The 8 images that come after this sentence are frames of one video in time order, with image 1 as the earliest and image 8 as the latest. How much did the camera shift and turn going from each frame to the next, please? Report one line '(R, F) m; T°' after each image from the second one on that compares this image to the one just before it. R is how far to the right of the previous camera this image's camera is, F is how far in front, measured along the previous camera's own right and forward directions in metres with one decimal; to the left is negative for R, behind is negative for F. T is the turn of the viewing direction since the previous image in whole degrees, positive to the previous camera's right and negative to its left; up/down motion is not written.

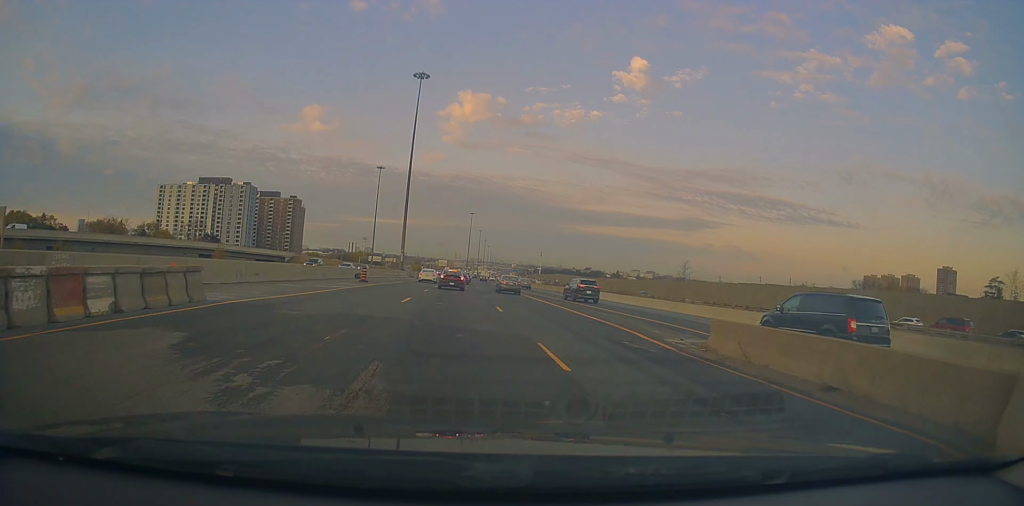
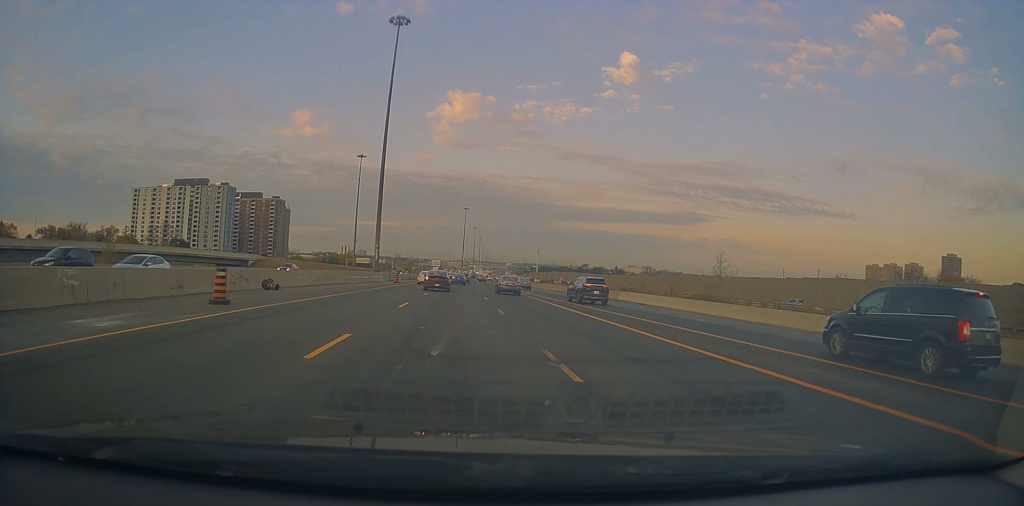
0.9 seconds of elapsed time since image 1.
(+0.1, +24.6) m; 0°
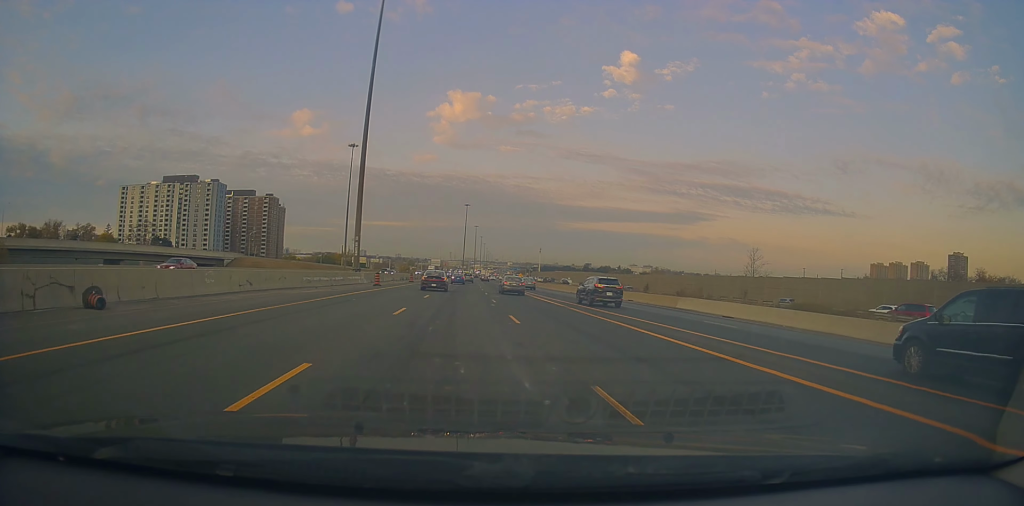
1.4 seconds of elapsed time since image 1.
(-0.2, +15.1) m; 0°
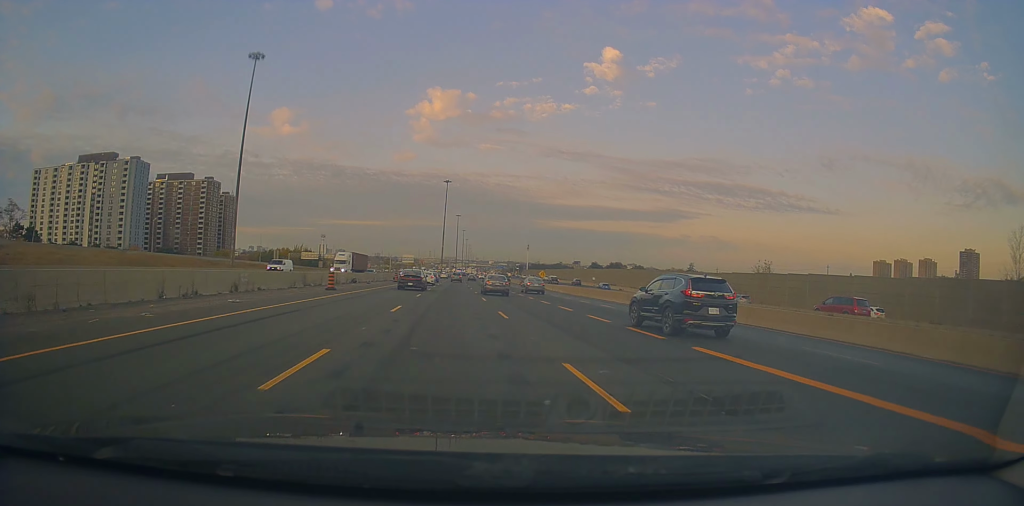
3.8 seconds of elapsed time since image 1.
(+2.0, +69.6) m; +3°
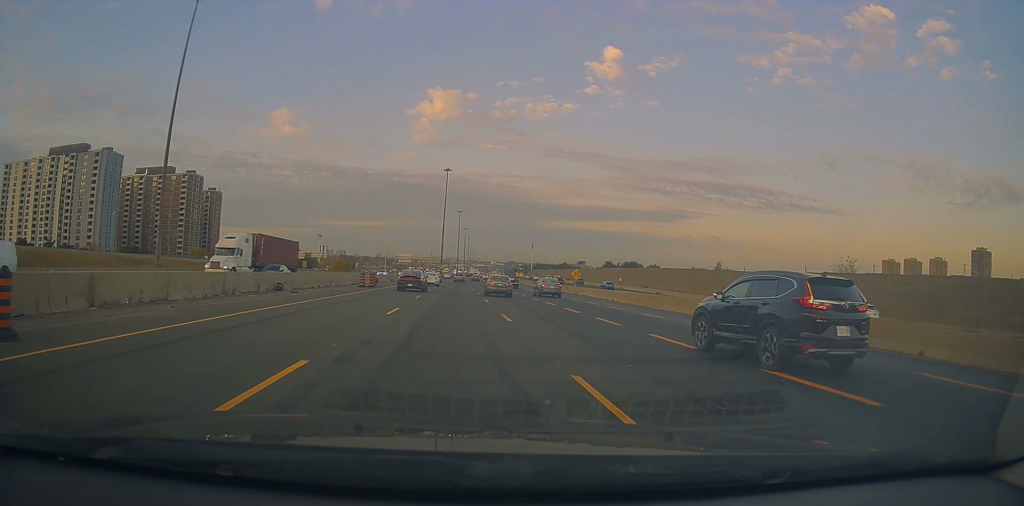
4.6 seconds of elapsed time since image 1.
(+0.1, +24.8) m; 0°
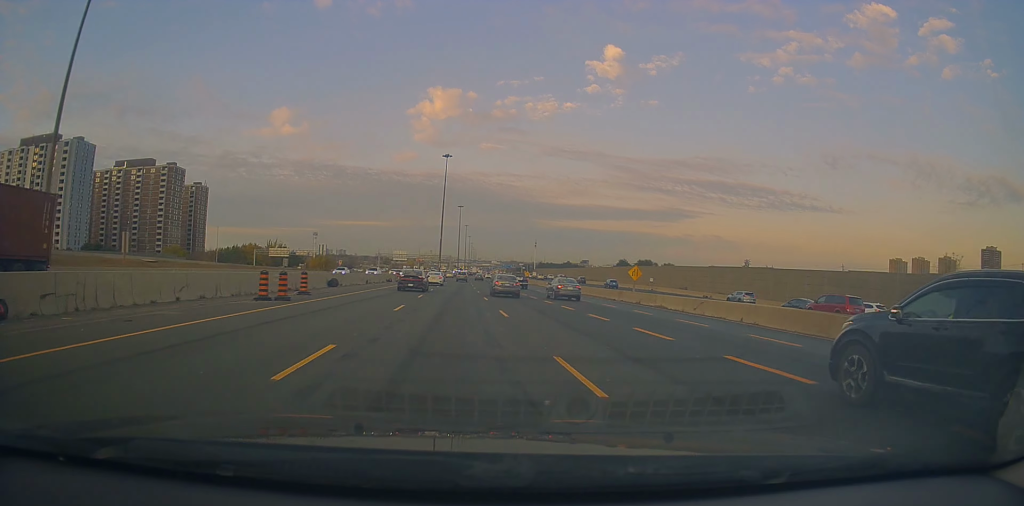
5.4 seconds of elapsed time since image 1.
(0.0, +22.1) m; 0°
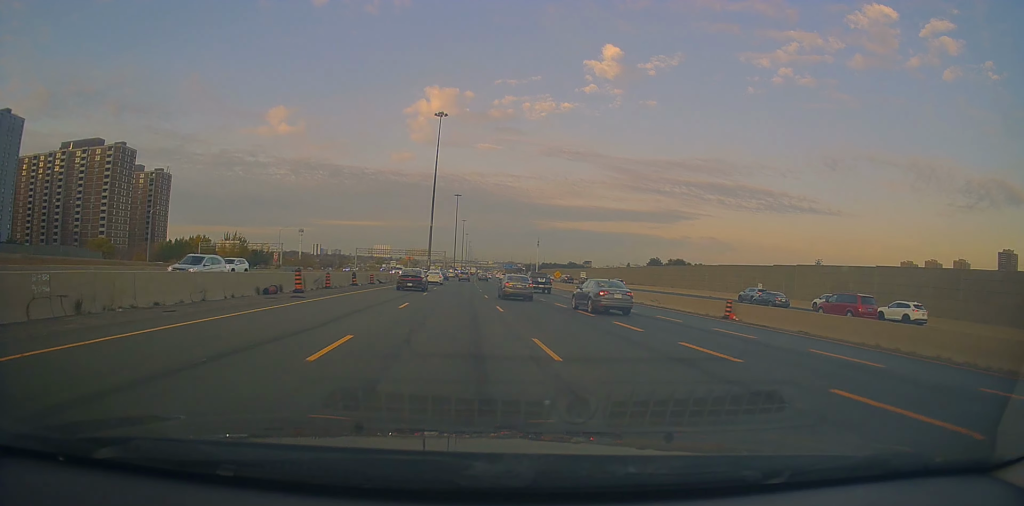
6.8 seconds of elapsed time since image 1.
(+0.1, +45.2) m; 0°
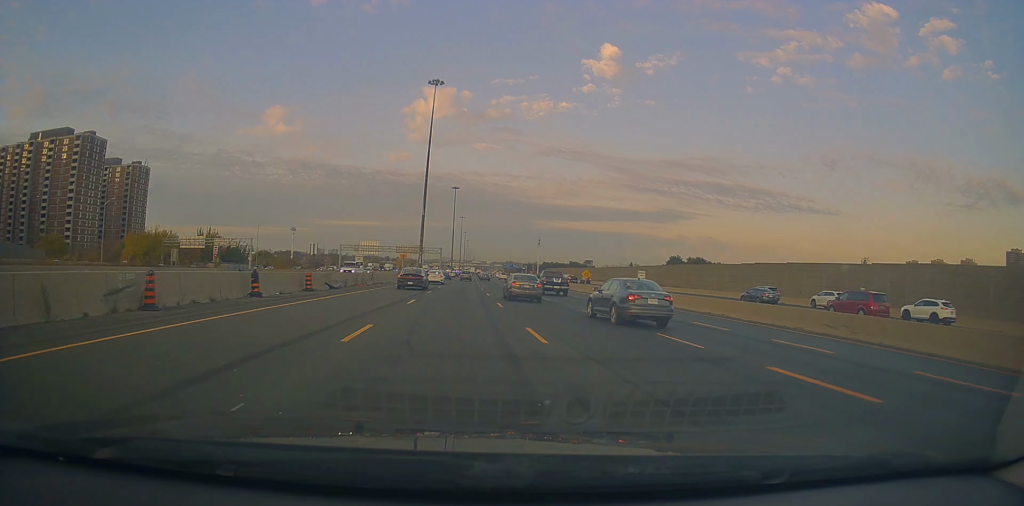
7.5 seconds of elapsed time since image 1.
(0.0, +21.9) m; 0°
